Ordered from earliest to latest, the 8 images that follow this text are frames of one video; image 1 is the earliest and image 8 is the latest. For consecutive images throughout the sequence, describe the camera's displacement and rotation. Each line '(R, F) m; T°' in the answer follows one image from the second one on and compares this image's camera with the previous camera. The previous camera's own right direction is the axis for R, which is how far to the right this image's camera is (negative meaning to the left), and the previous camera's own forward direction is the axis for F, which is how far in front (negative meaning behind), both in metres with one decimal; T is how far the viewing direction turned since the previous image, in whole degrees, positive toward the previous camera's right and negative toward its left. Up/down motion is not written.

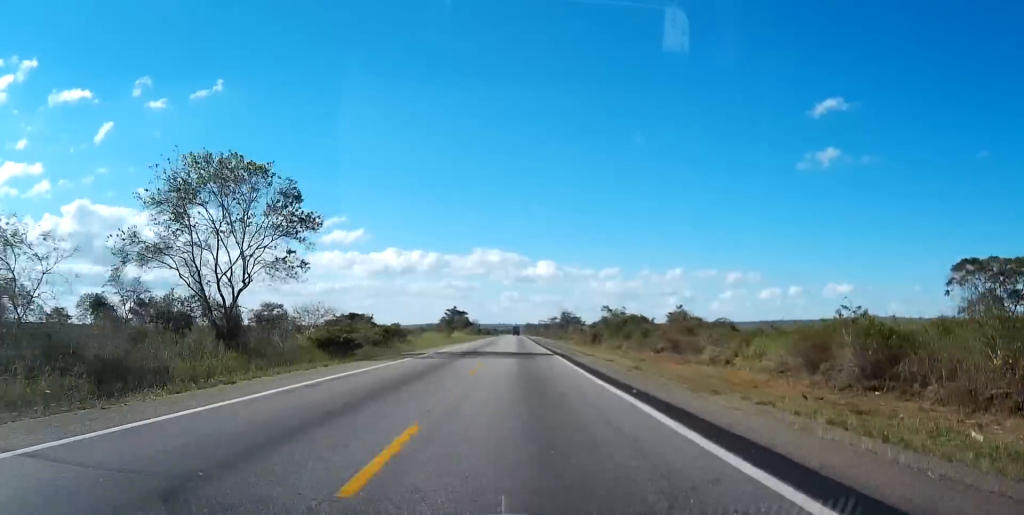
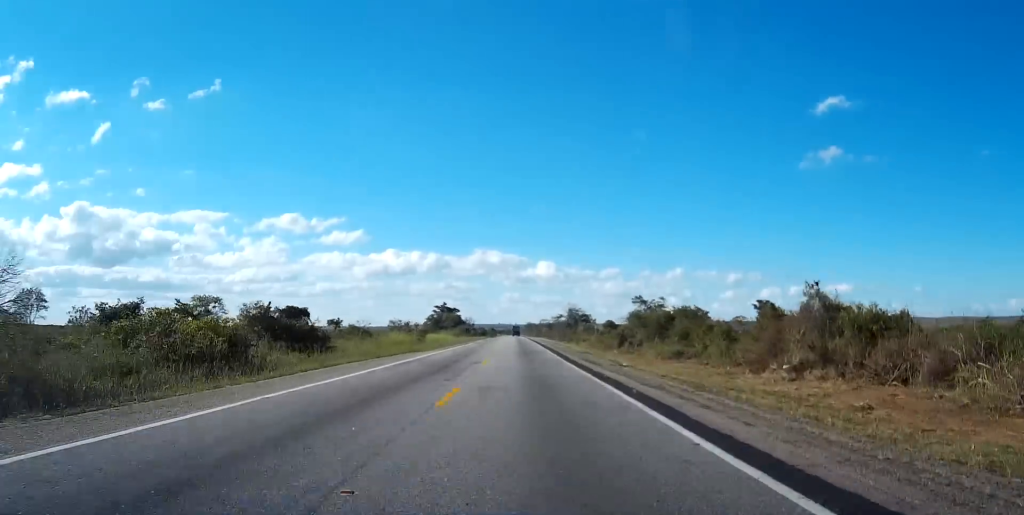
(+0.1, +41.4) m; 0°
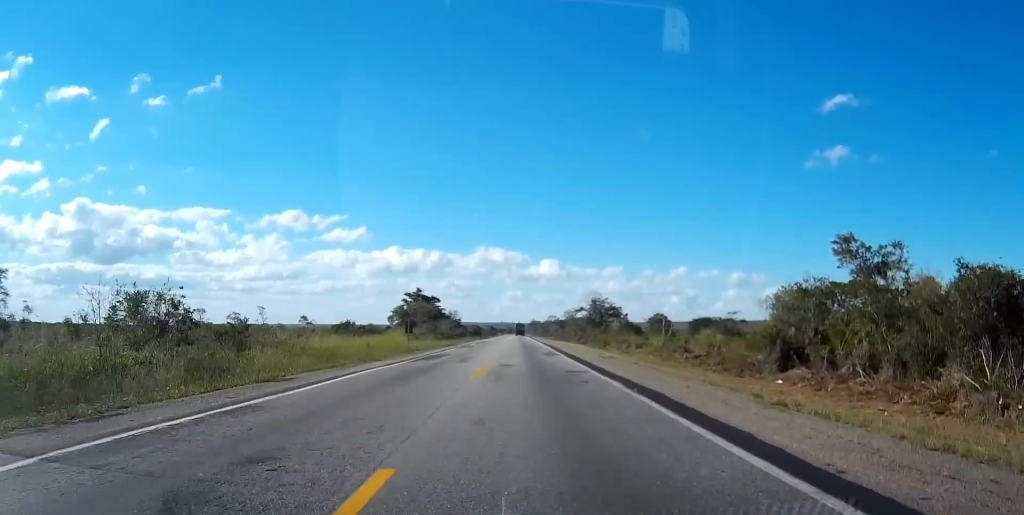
(-0.3, +72.8) m; 0°
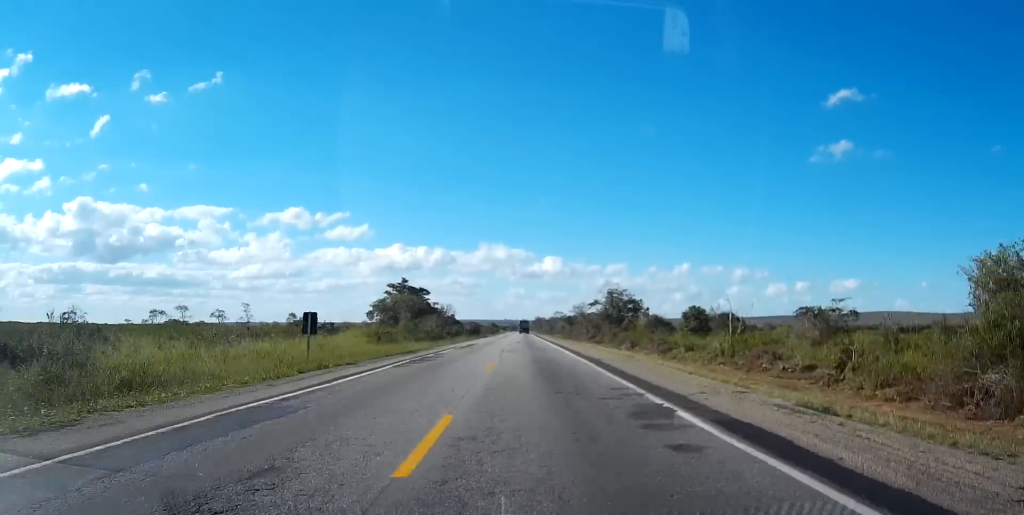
(0.0, +27.9) m; 0°
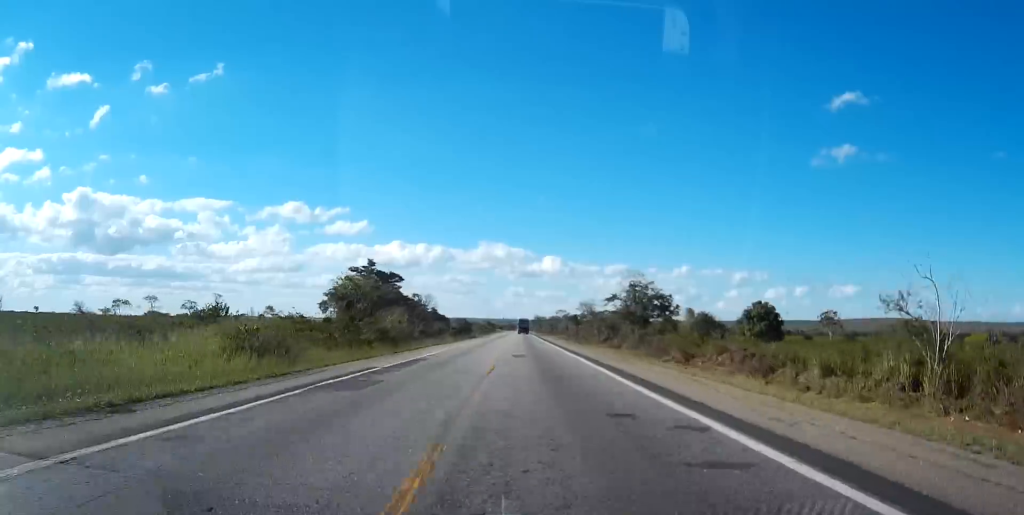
(0.0, +34.2) m; 0°
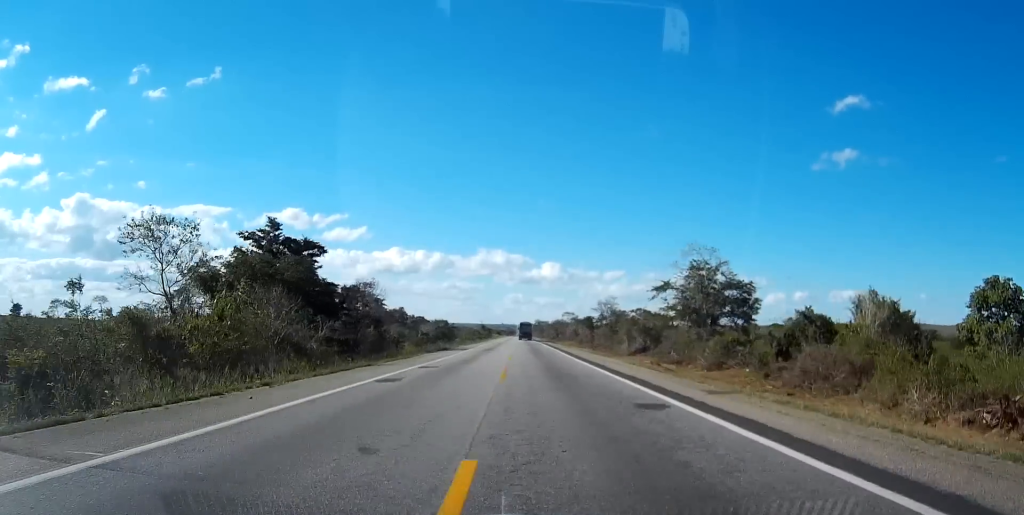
(0.0, +48.6) m; 0°
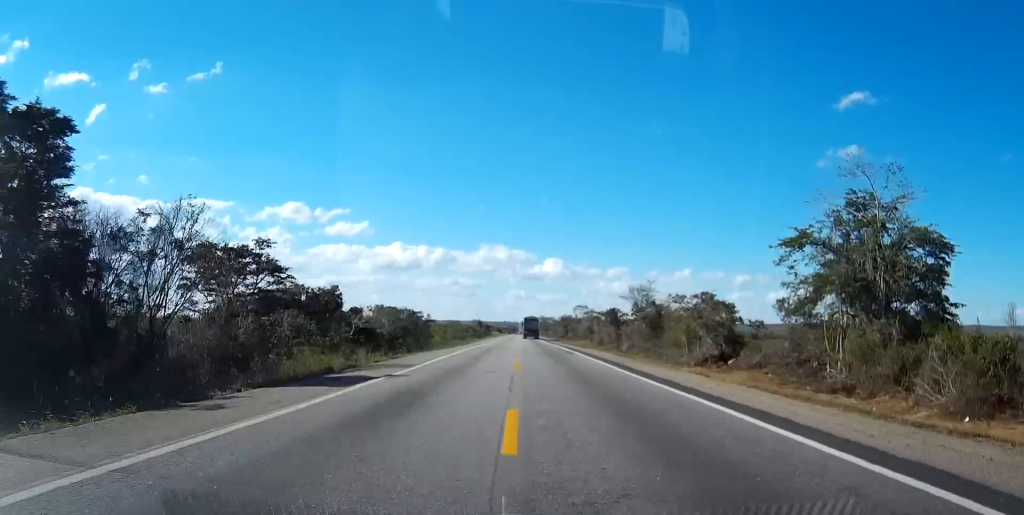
(0.0, +43.7) m; 0°
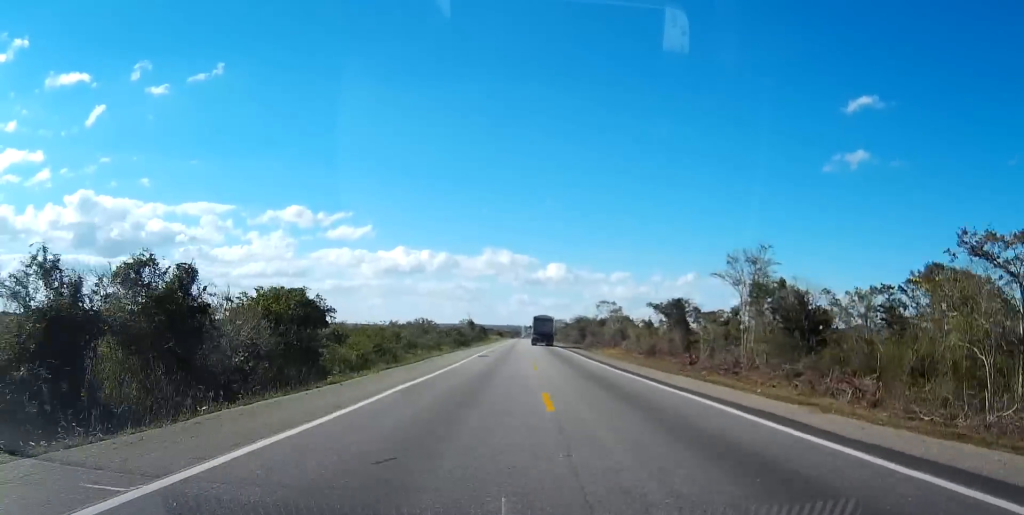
(-0.1, +58.4) m; 0°
